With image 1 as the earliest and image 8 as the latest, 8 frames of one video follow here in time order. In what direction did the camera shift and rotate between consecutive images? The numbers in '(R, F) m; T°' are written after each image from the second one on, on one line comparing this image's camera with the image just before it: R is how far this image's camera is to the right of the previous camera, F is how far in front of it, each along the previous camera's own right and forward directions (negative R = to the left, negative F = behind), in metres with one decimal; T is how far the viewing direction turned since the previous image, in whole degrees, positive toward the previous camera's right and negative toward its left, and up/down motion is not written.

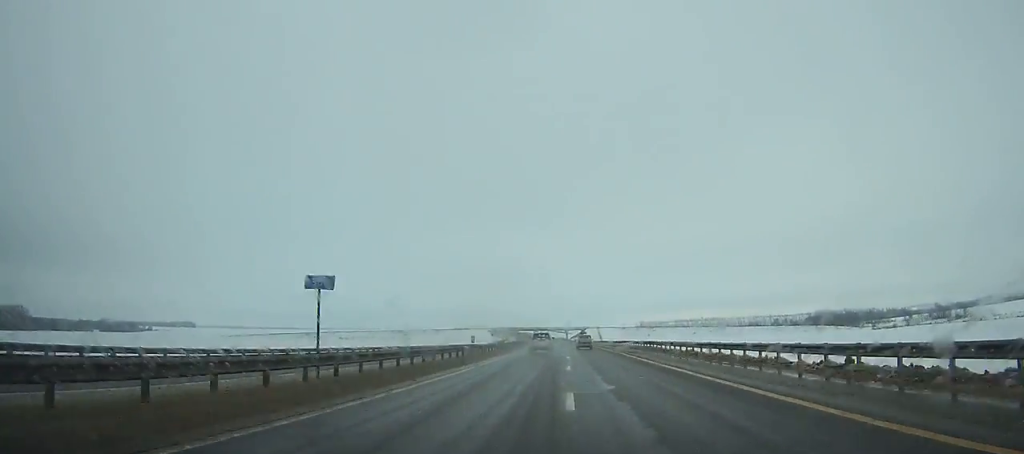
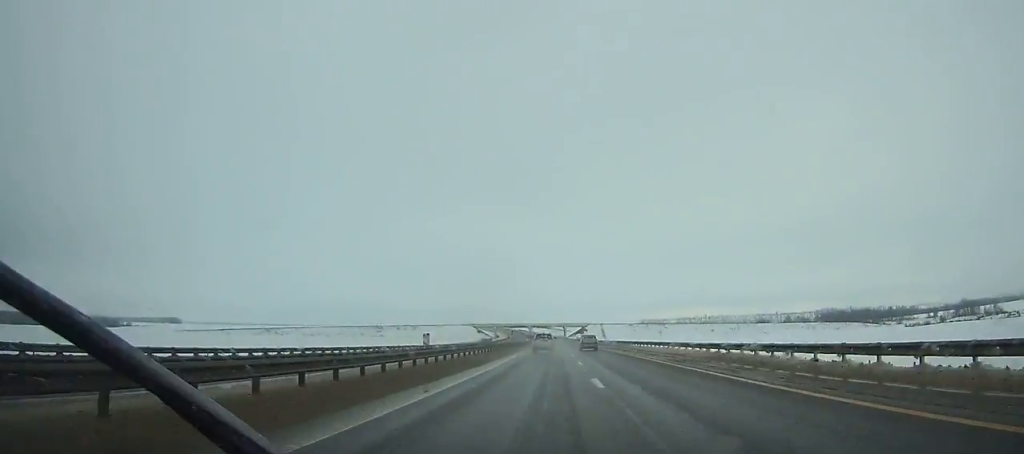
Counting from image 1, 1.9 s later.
(-0.1, +55.1) m; 0°
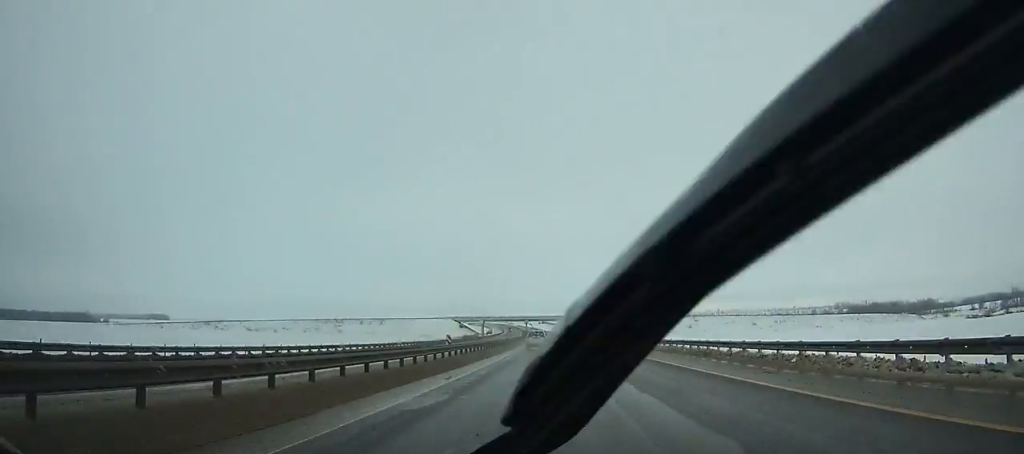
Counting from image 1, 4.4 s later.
(0.0, +73.9) m; 0°
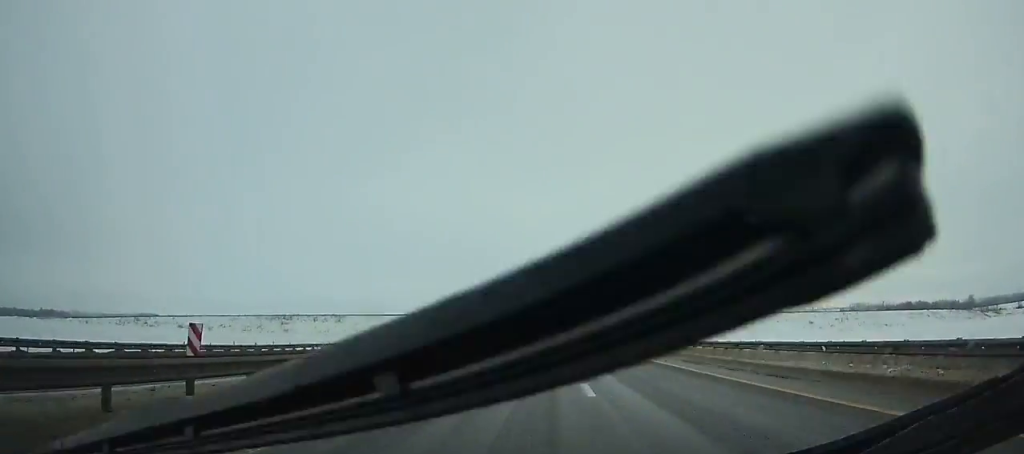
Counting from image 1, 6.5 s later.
(-0.1, +63.3) m; -1°
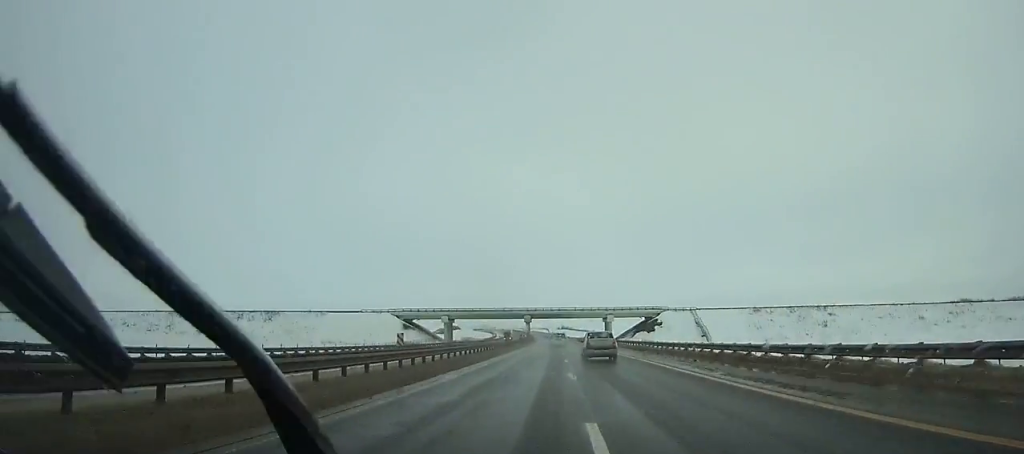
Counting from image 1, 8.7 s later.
(-0.8, +67.8) m; -1°
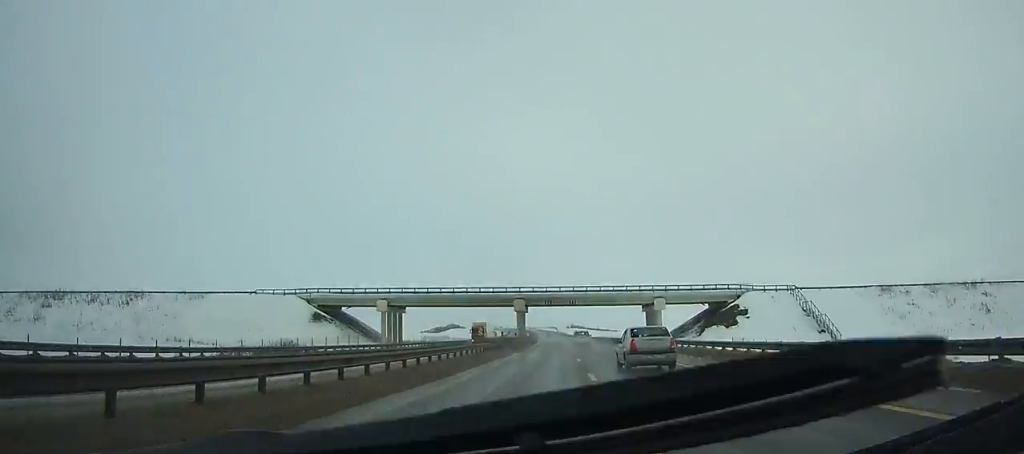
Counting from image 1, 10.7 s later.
(-0.5, +62.2) m; -1°
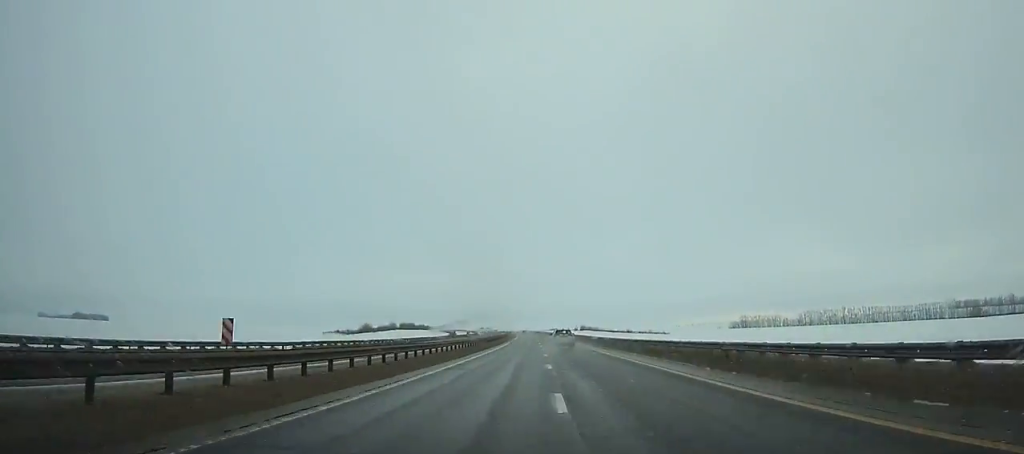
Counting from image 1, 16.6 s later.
(-1.7, +185.6) m; -1°
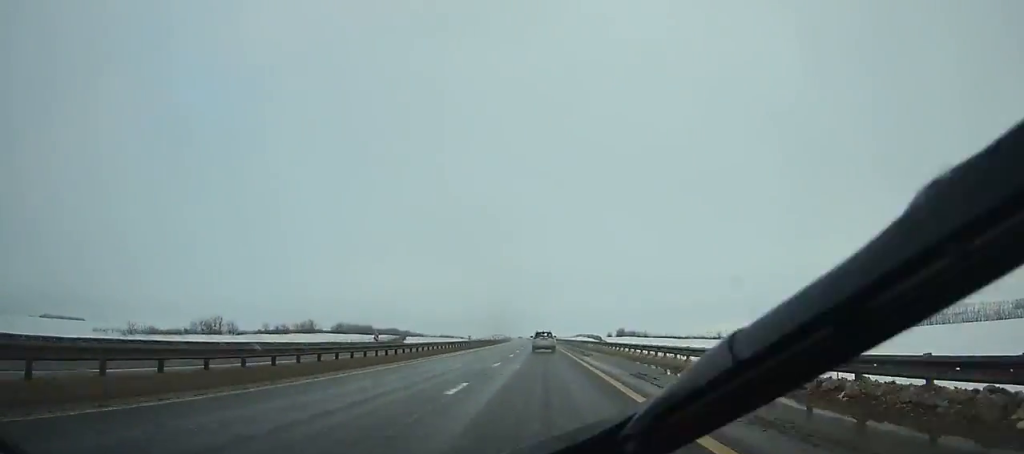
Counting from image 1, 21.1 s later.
(-1.7, +139.6) m; -2°
